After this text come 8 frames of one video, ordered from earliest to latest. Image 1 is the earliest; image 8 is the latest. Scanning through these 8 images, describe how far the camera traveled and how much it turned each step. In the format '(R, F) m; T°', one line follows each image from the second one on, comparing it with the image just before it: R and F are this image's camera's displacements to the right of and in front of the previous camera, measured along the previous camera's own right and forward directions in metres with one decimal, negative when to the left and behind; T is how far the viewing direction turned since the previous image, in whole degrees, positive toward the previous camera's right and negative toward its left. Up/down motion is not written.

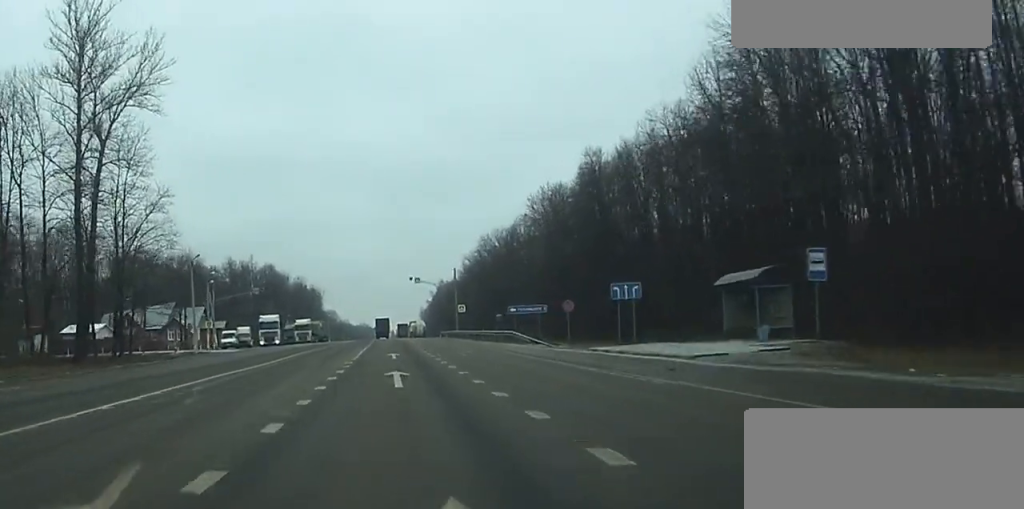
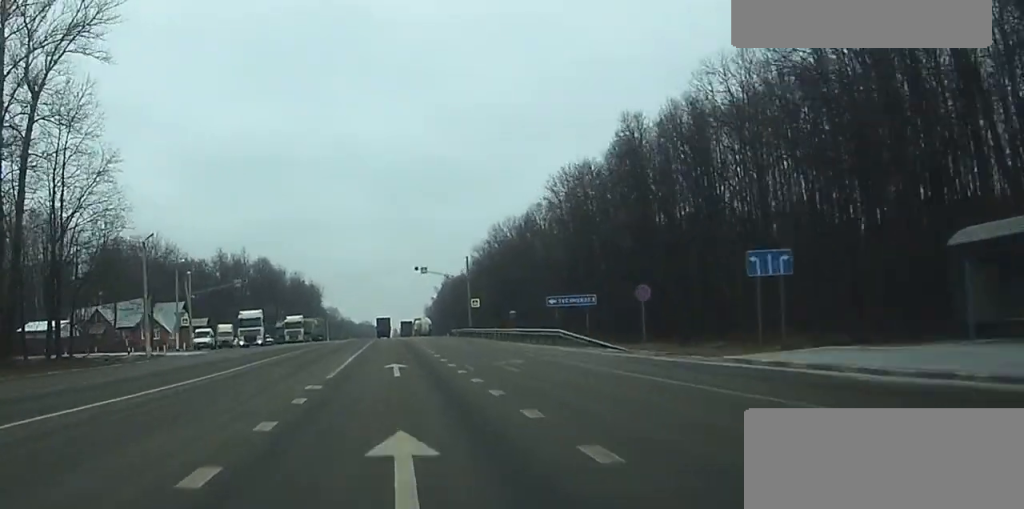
(-0.1, +15.8) m; 0°
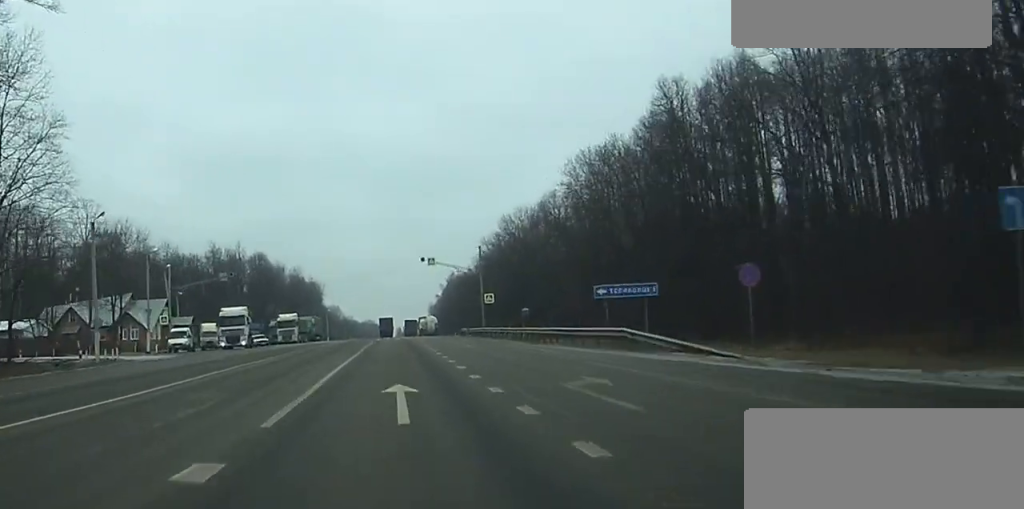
(0.0, +11.5) m; 0°
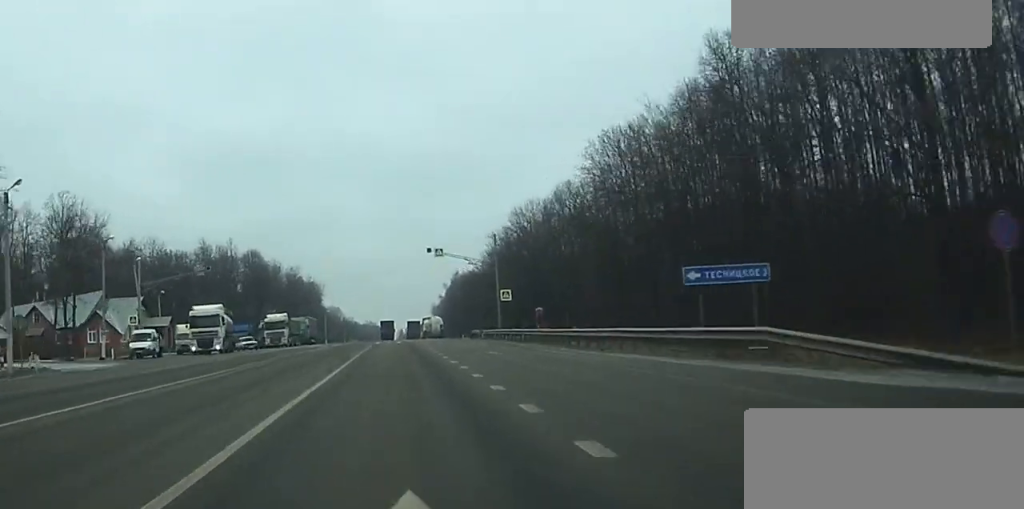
(0.0, +12.2) m; 0°
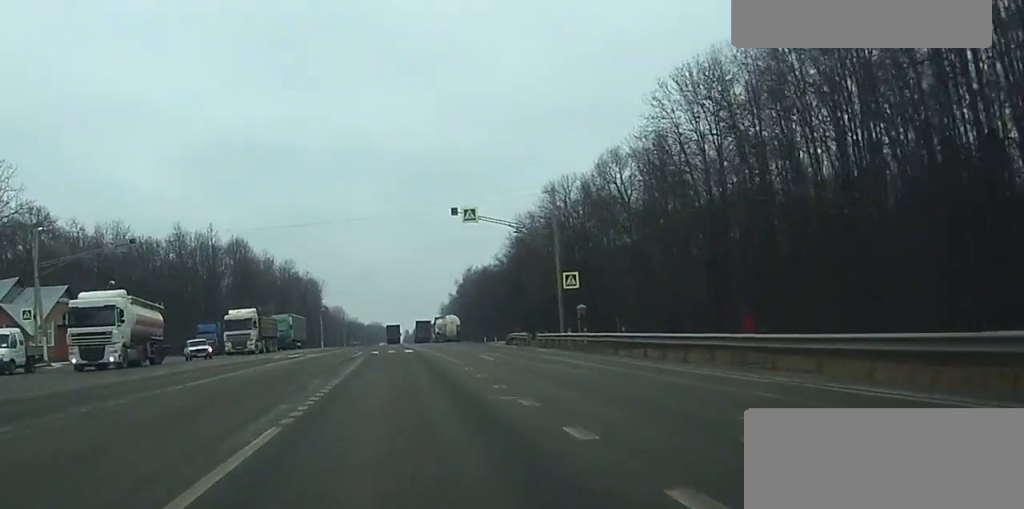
(0.0, +26.4) m; -1°
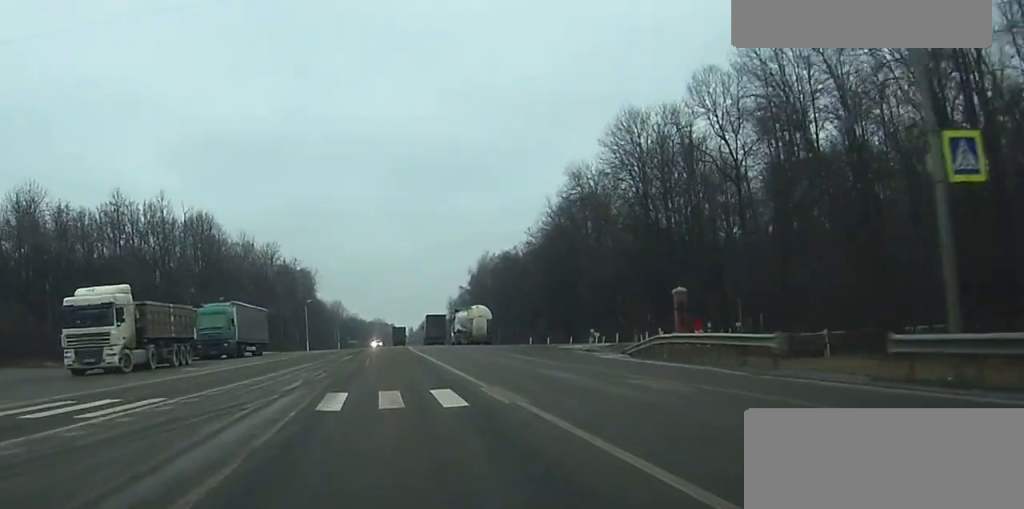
(-0.3, +36.9) m; 0°
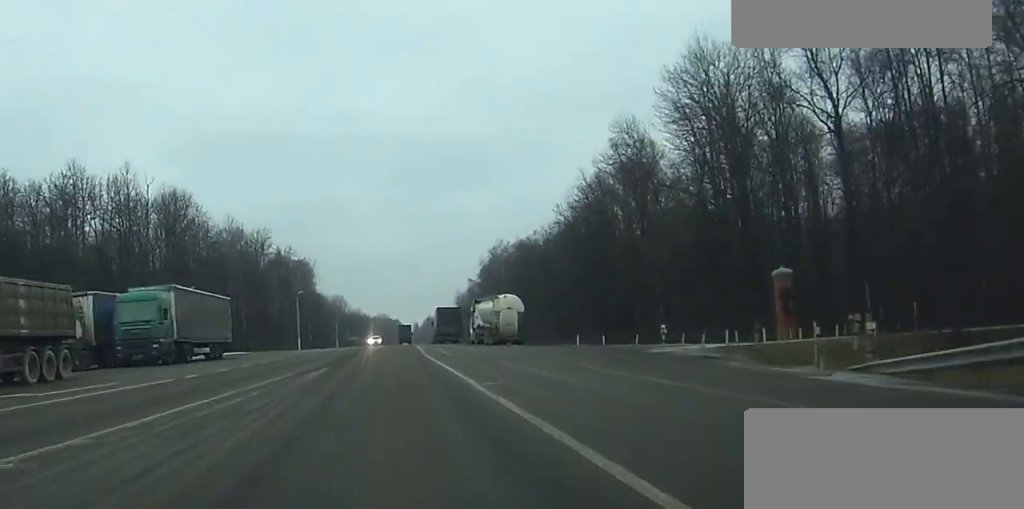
(0.0, +19.1) m; 0°
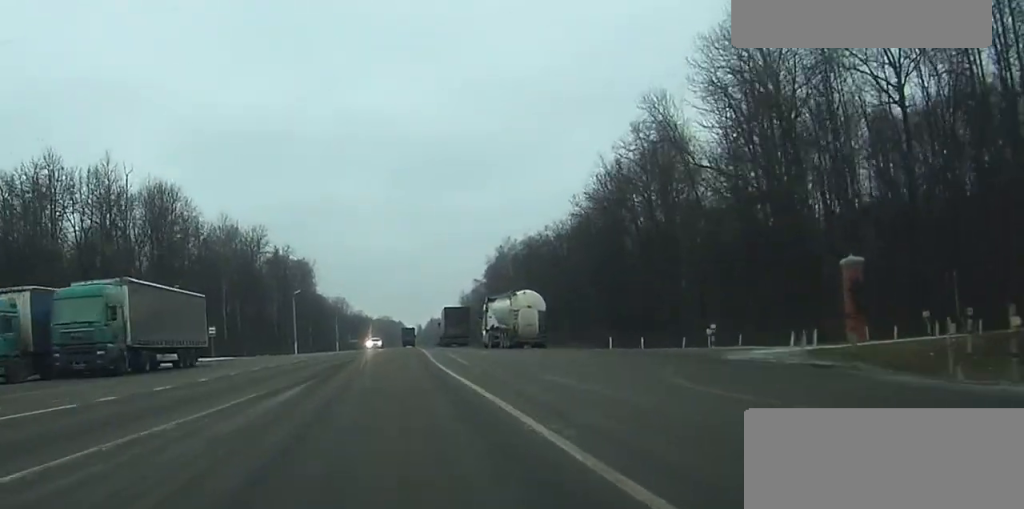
(0.0, +8.5) m; 0°
